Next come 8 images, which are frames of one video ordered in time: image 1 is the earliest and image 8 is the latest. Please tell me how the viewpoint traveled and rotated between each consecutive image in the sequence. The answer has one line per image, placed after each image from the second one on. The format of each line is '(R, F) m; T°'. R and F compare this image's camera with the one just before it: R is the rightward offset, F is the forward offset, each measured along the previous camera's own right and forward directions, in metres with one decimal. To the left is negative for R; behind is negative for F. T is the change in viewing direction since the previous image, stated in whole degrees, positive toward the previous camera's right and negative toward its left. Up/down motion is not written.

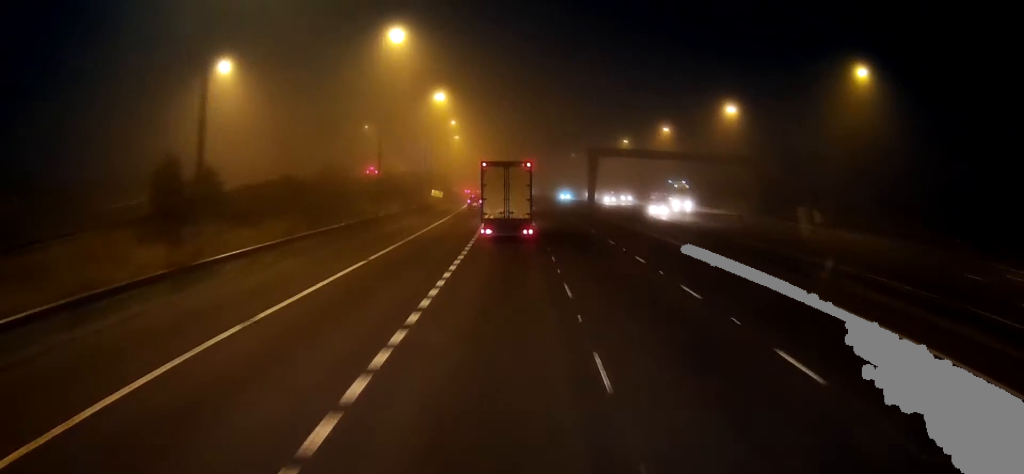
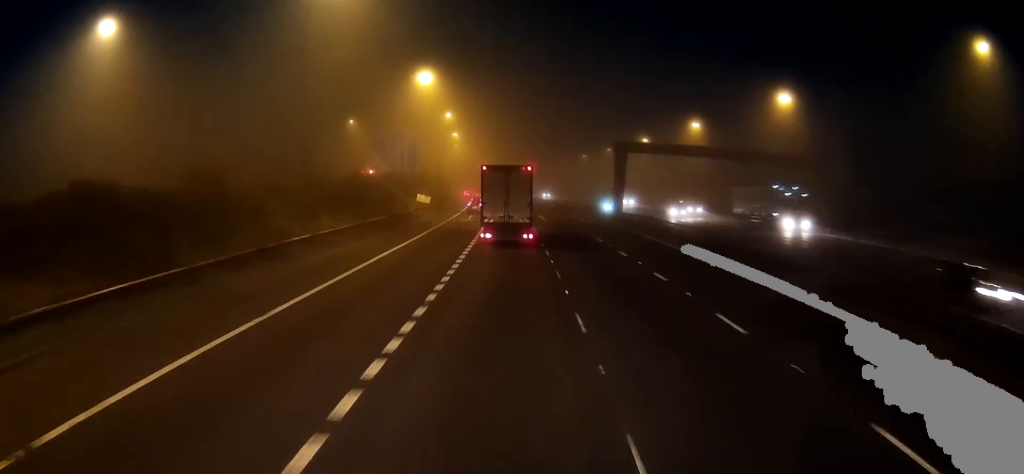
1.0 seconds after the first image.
(-0.1, +22.4) m; -1°
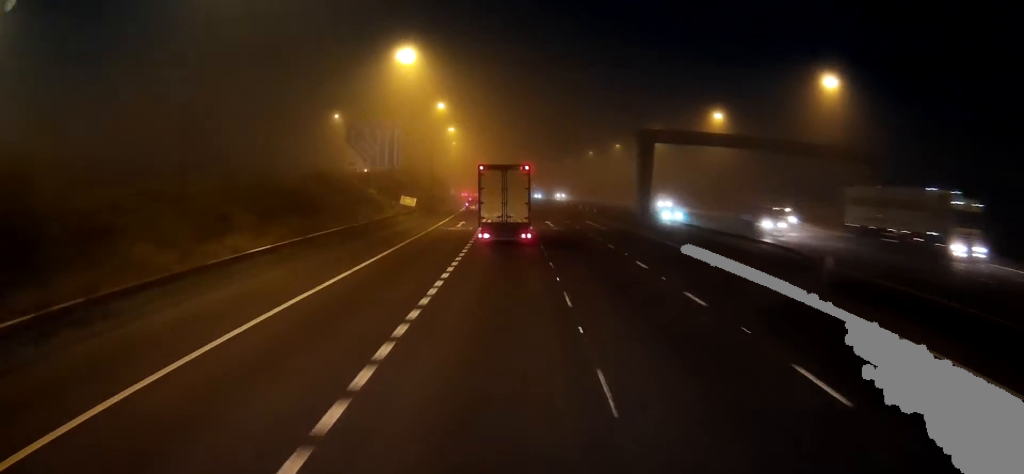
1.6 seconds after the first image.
(-0.1, +14.7) m; -1°
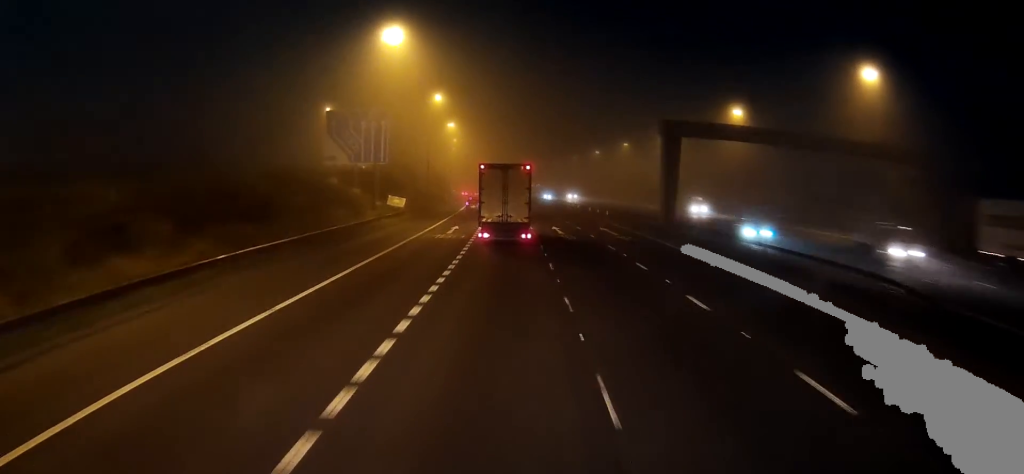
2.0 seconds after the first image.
(0.0, +9.3) m; 0°
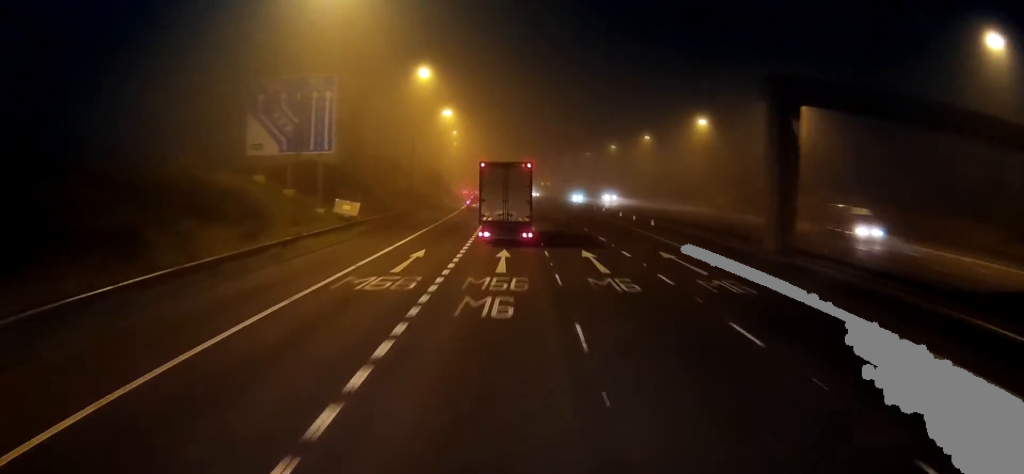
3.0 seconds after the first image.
(-0.2, +22.6) m; 0°
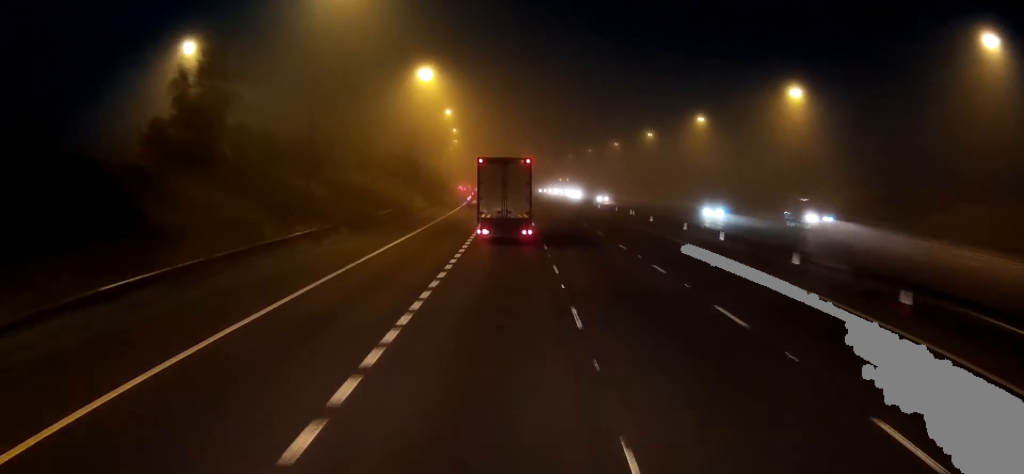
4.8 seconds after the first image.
(0.0, +43.9) m; 0°
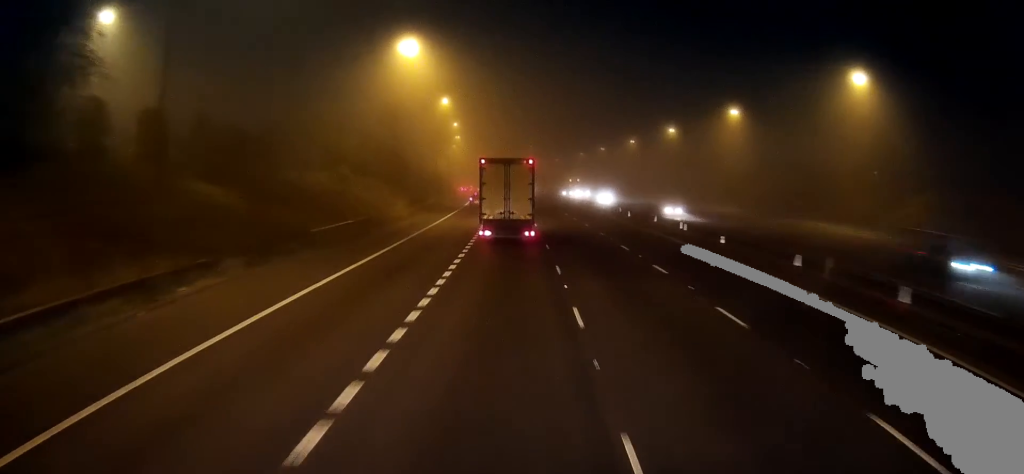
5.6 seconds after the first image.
(-0.1, +17.7) m; -1°
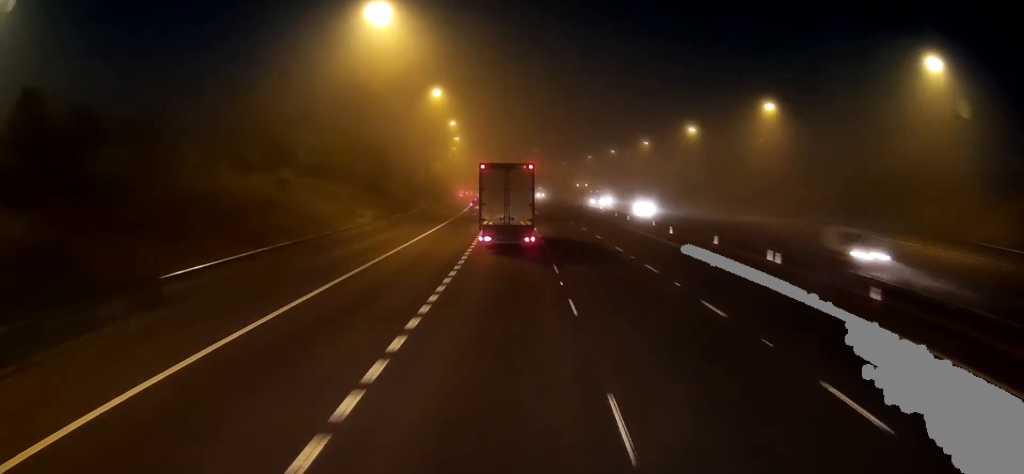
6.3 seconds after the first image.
(-0.1, +16.1) m; -1°
